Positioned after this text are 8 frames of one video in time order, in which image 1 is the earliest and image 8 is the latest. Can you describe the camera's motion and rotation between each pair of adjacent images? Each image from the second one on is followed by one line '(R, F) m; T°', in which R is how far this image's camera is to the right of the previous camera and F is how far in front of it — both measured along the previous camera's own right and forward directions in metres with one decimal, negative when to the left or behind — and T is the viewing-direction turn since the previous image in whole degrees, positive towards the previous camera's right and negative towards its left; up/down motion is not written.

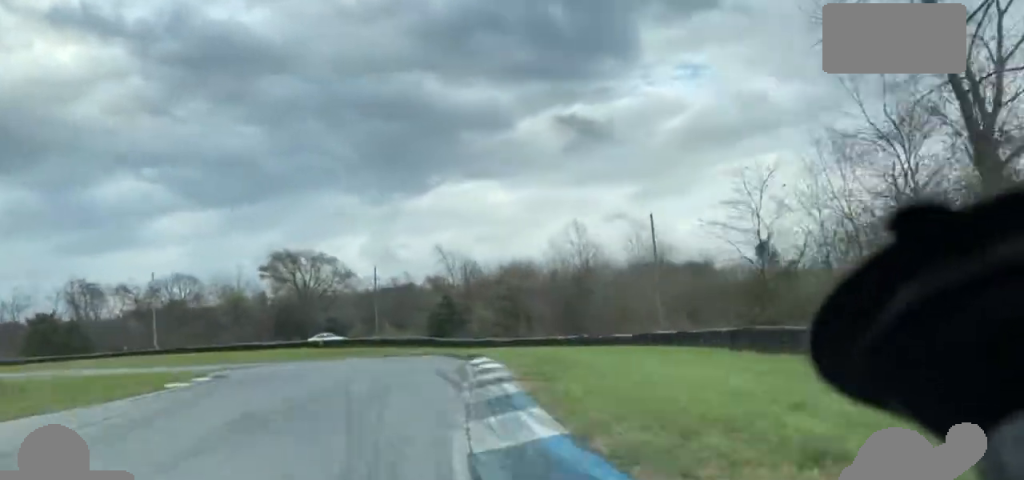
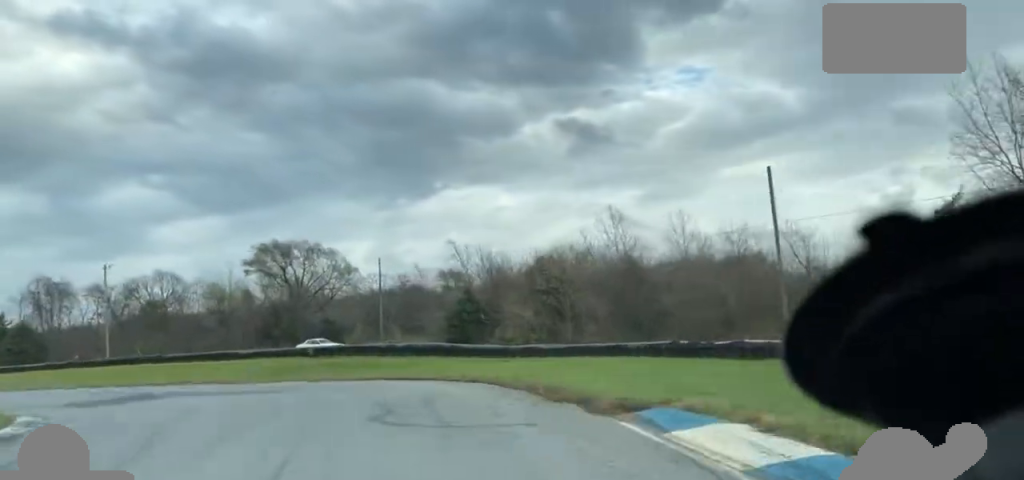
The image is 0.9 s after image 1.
(+0.7, +22.0) m; -2°
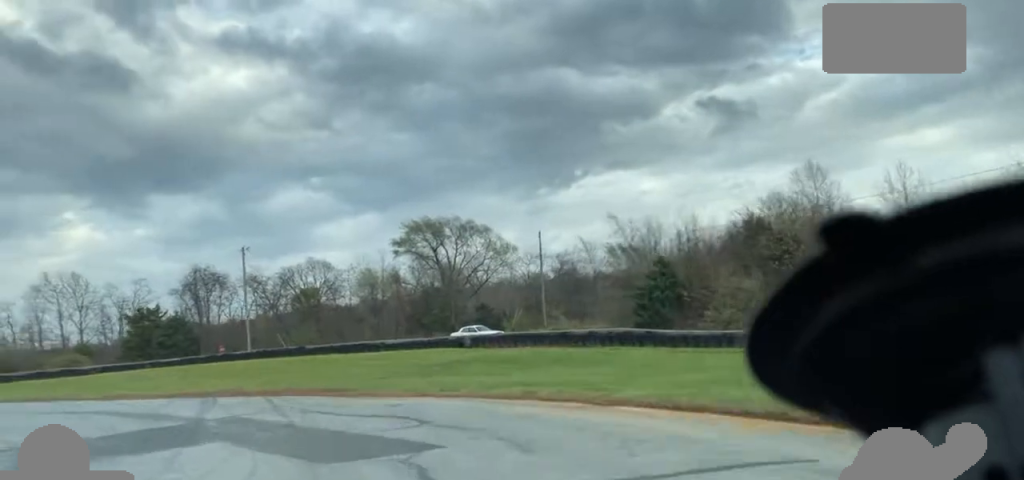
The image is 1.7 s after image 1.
(-0.1, +15.7) m; -17°
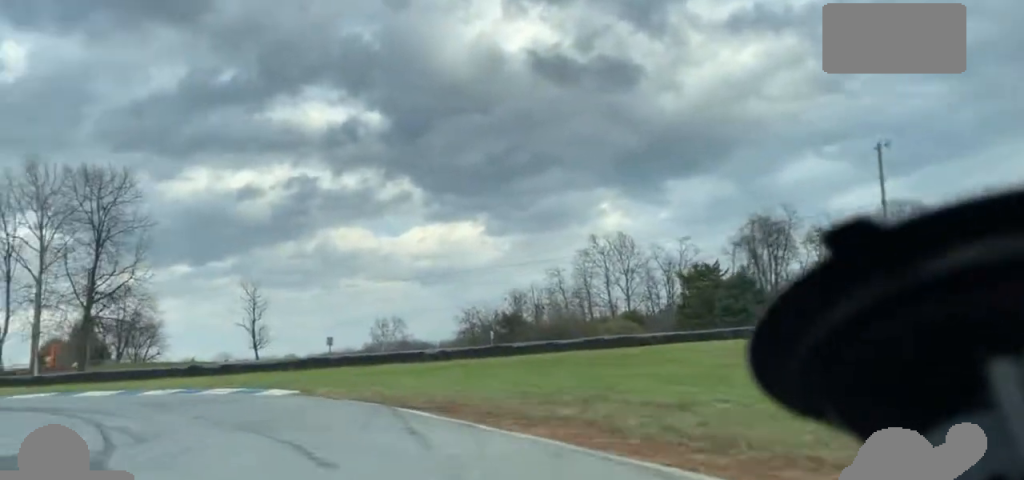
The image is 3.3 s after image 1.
(-11.8, +25.7) m; -38°
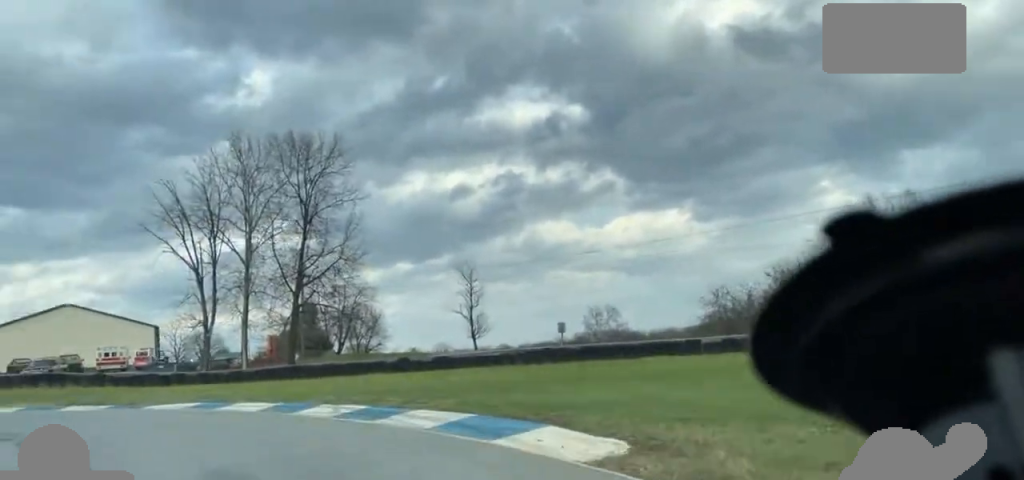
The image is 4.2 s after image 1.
(-1.8, +14.7) m; -16°
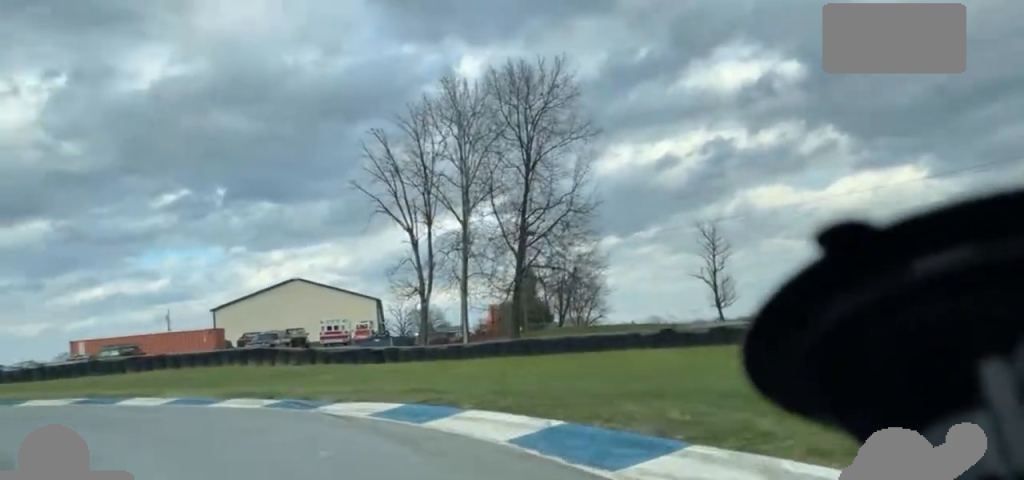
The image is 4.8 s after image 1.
(-0.7, +12.3) m; -14°
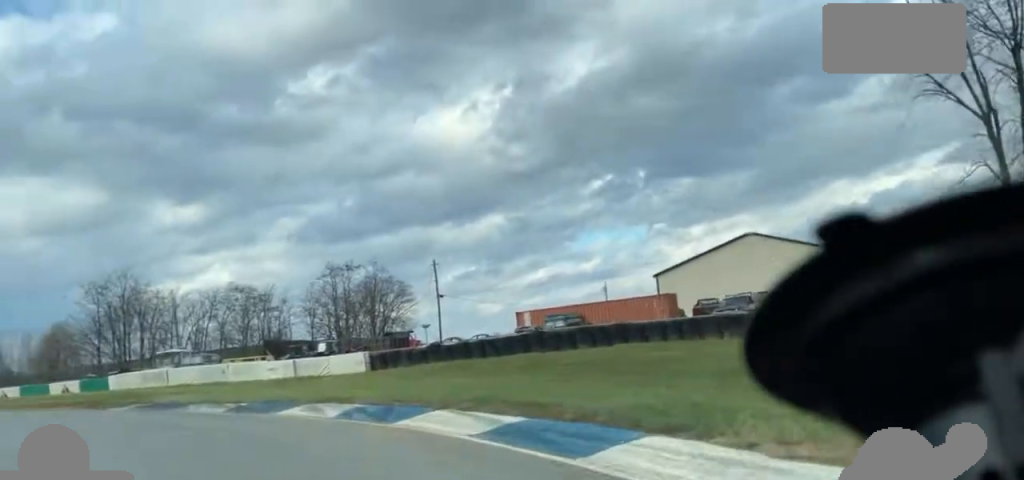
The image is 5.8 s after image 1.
(-3.2, +18.2) m; -16°
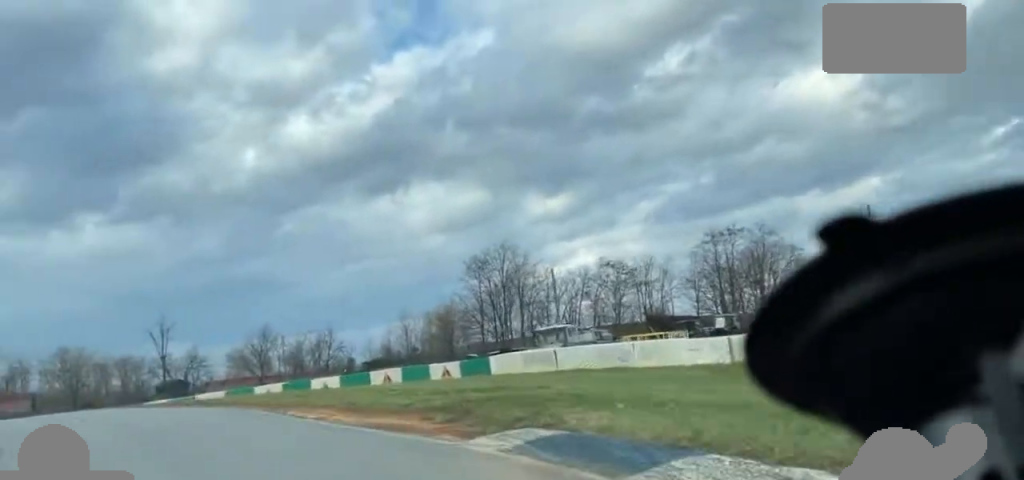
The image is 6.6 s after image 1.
(-1.7, +15.8) m; -5°
